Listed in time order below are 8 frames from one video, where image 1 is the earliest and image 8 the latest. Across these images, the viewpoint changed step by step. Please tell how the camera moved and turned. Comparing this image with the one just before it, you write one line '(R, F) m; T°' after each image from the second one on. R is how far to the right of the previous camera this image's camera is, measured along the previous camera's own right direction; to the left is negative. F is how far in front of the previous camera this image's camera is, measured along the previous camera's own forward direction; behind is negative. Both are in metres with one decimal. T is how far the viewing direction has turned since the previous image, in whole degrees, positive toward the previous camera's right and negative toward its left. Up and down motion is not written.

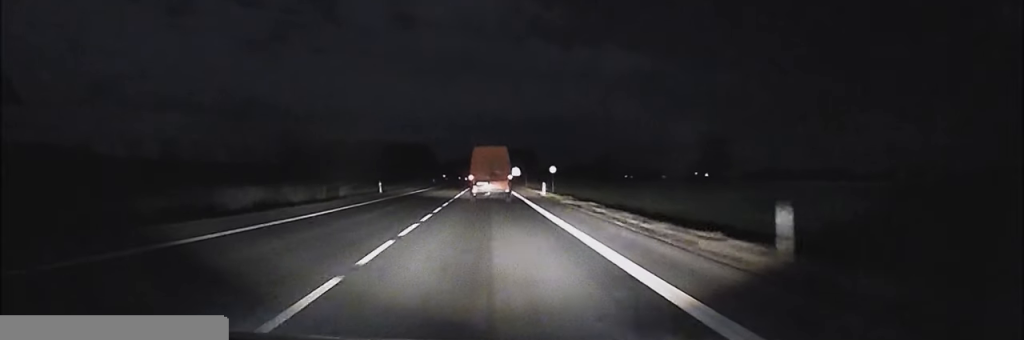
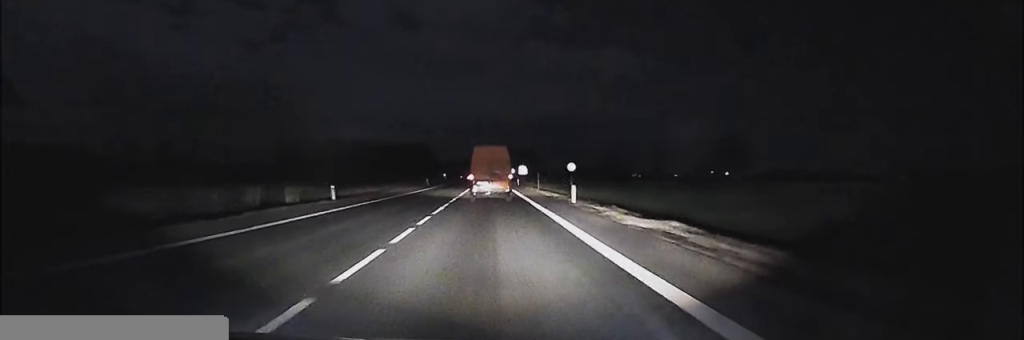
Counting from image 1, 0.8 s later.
(0.0, +12.4) m; 0°
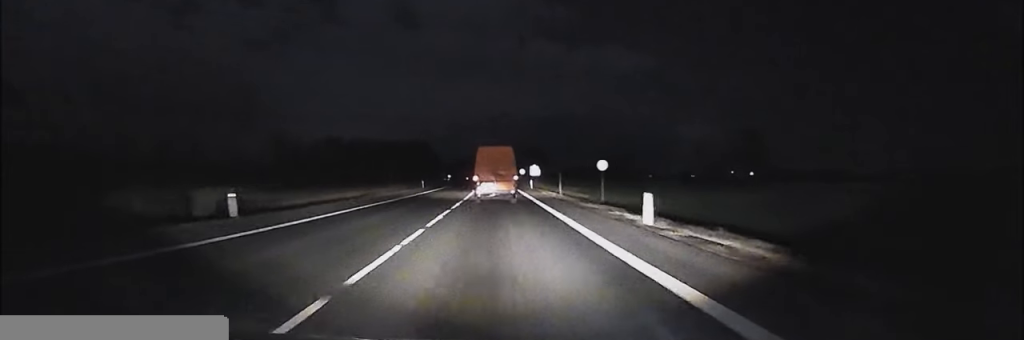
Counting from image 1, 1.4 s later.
(-0.1, +11.6) m; -1°
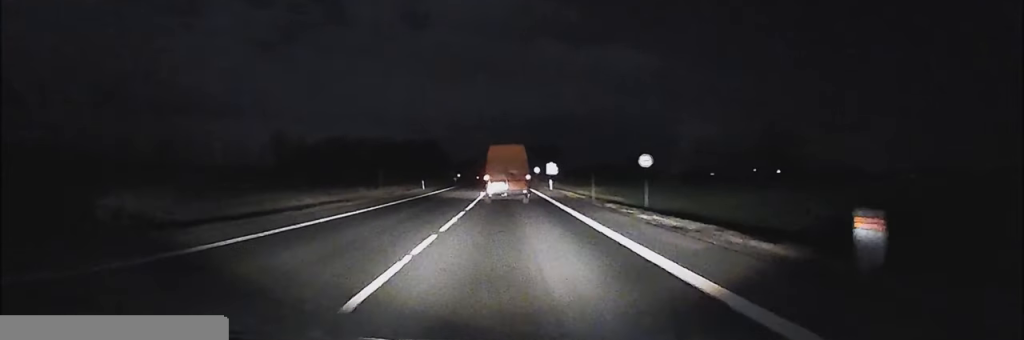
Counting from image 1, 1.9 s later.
(0.0, +8.9) m; -1°
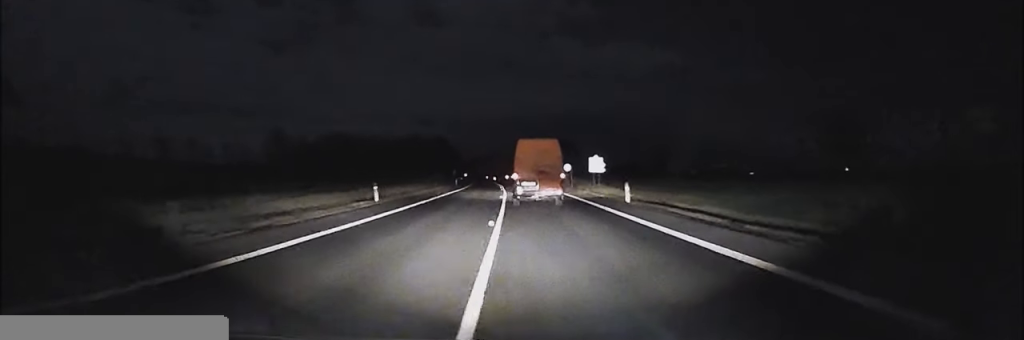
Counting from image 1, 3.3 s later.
(-0.4, +27.0) m; -1°
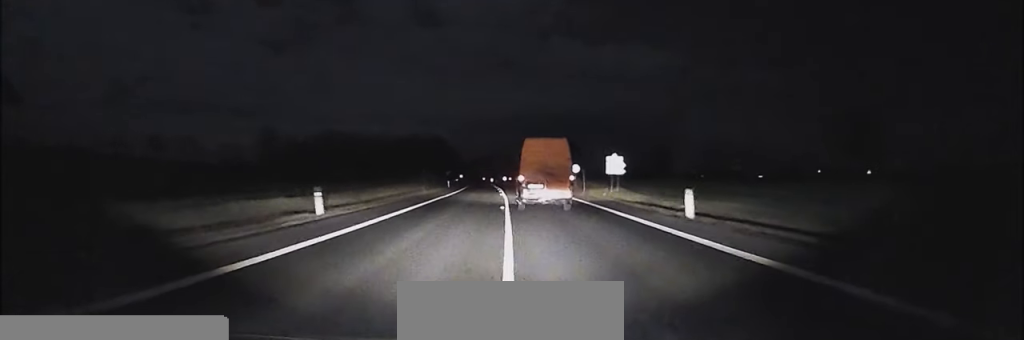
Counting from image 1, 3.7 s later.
(0.0, +9.1) m; 0°
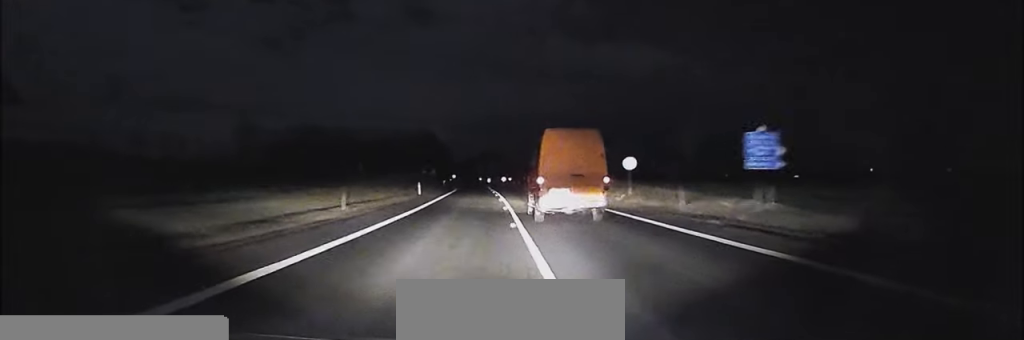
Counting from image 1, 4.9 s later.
(-0.1, +26.6) m; 0°
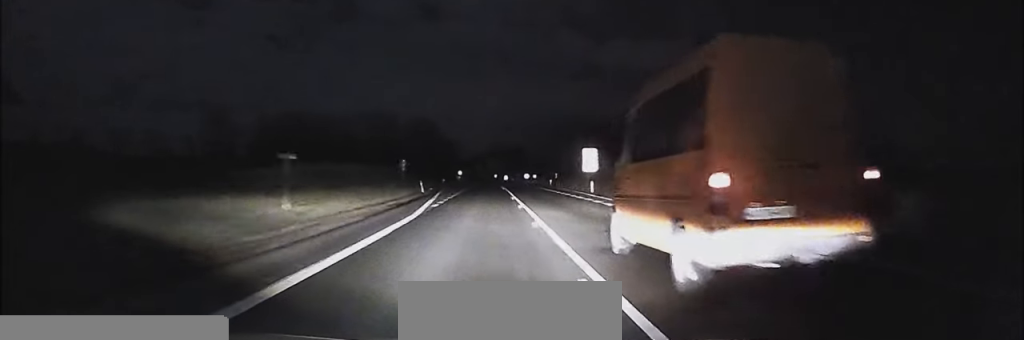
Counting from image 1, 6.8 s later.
(0.0, +47.9) m; 0°
